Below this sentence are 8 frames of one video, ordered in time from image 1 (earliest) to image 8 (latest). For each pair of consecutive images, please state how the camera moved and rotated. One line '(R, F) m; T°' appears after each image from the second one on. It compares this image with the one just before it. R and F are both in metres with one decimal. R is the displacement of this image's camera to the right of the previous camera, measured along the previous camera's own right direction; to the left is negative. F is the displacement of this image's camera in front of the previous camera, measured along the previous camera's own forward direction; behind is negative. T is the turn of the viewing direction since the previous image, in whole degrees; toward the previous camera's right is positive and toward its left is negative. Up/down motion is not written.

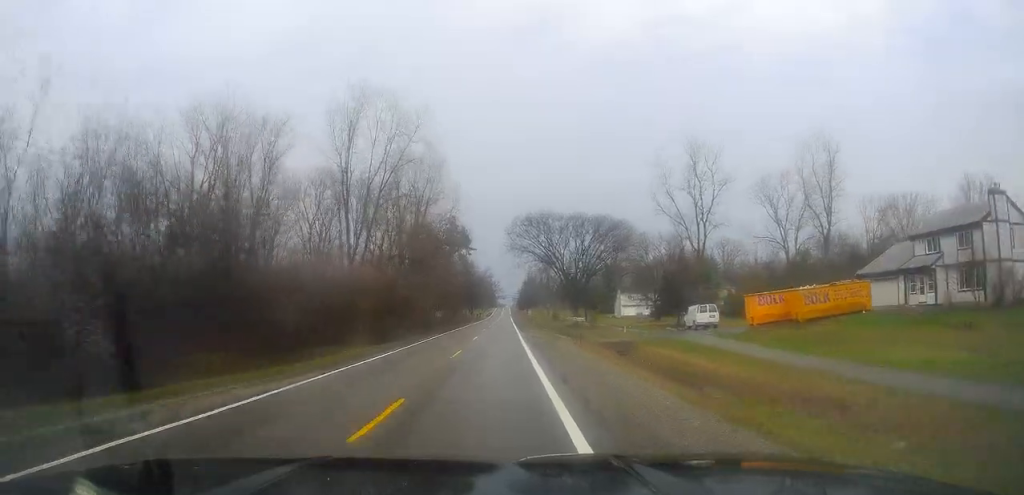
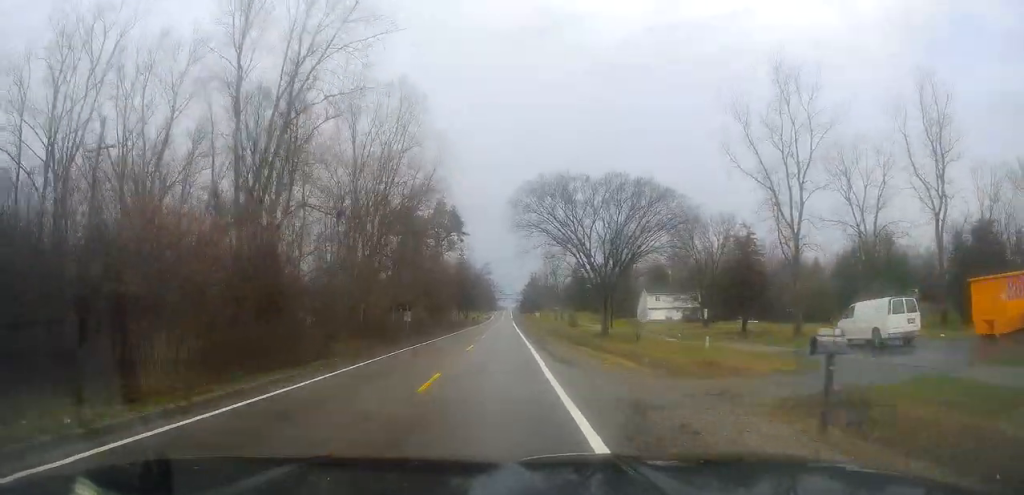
(+0.6, +25.1) m; 0°
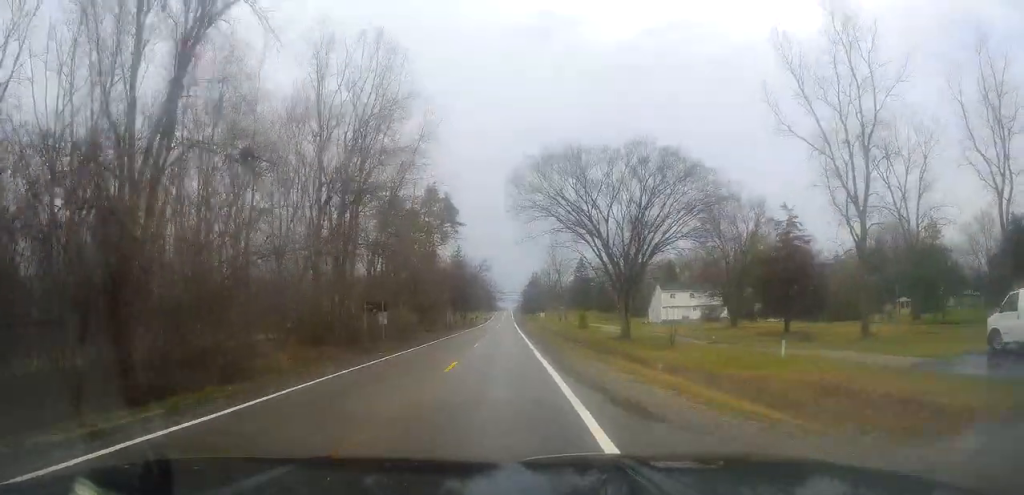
(-0.3, +10.7) m; 0°
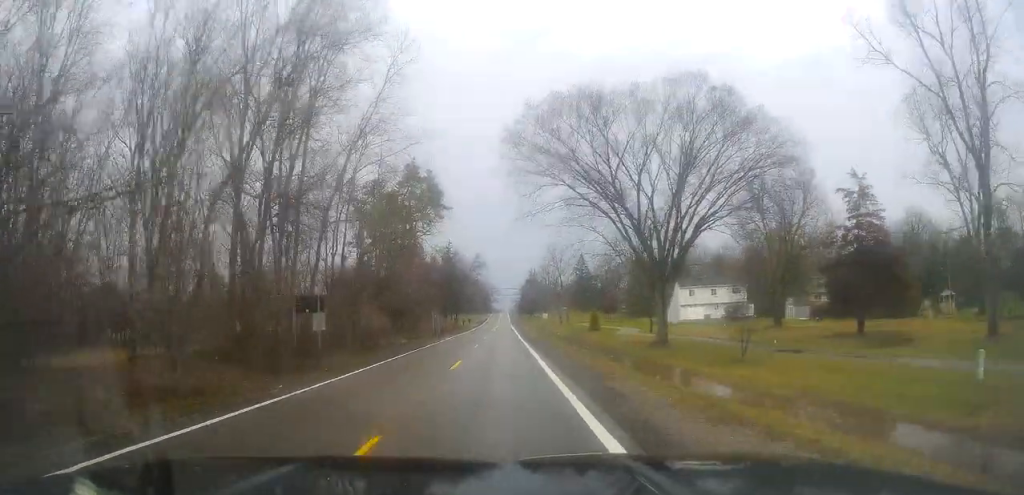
(-0.1, +13.6) m; 0°
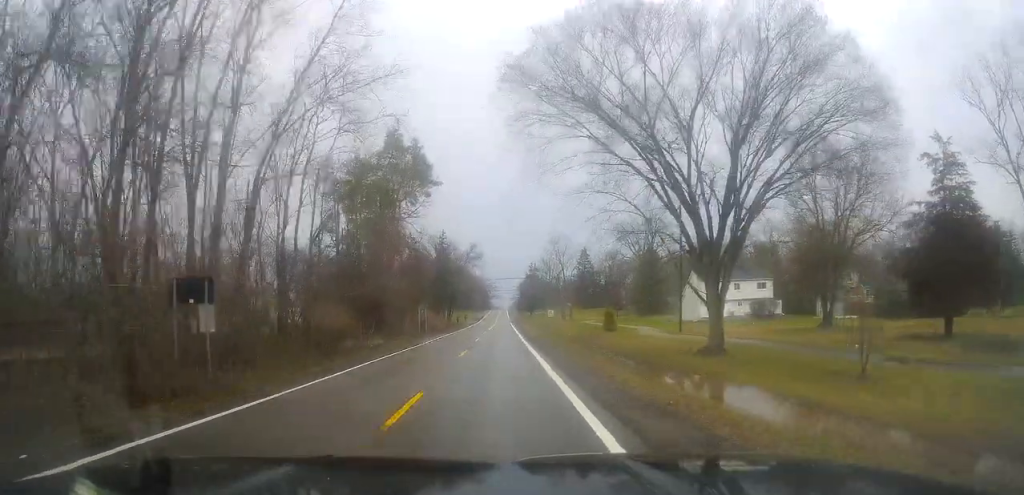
(+0.2, +10.8) m; 0°
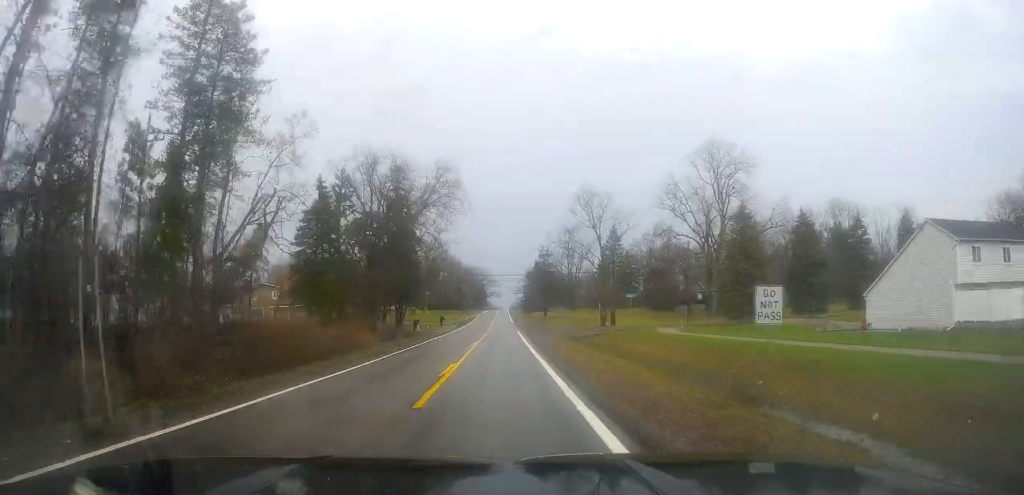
(+0.8, +52.5) m; +1°
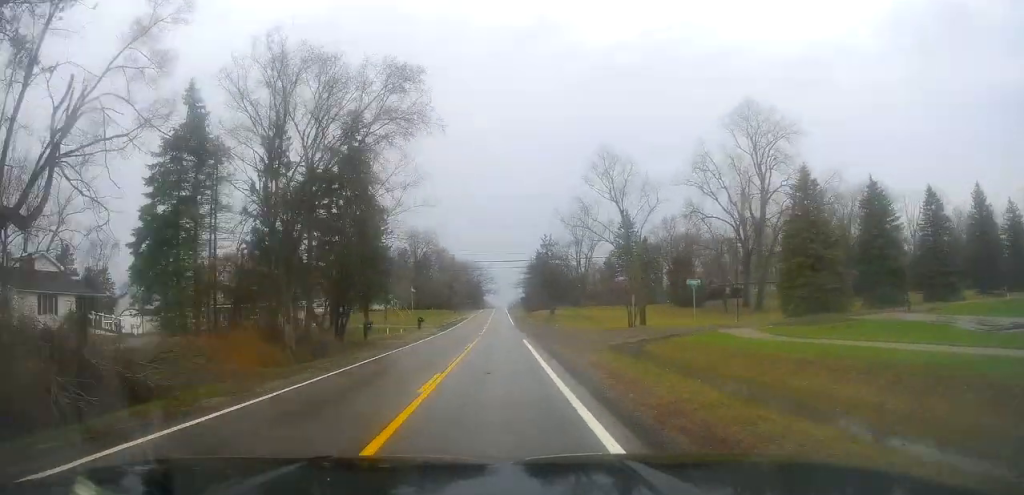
(-0.4, +19.5) m; 0°
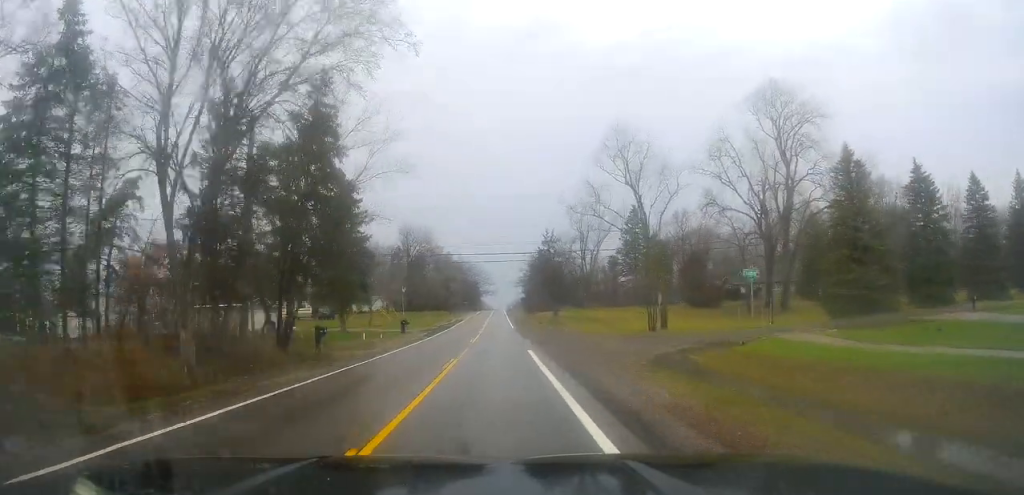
(+0.3, +9.4) m; 0°
